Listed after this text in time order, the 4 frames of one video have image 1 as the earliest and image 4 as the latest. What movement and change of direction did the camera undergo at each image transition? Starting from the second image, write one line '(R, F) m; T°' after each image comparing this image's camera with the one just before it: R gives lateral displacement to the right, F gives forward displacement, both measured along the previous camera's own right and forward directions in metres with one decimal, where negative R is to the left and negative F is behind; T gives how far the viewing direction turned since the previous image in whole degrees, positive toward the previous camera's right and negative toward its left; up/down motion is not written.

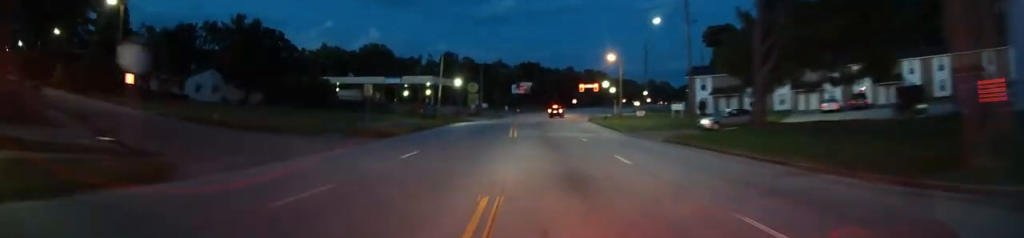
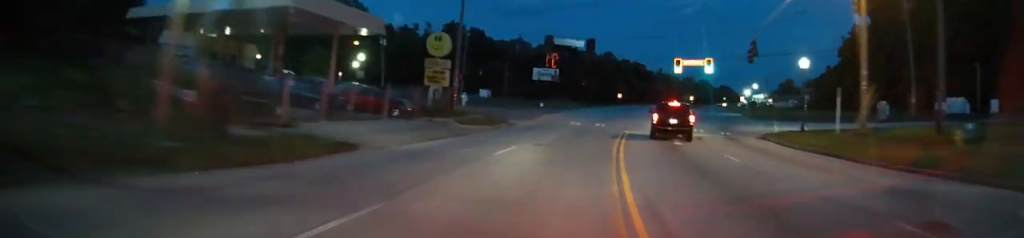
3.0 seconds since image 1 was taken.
(-3.4, +60.8) m; -3°
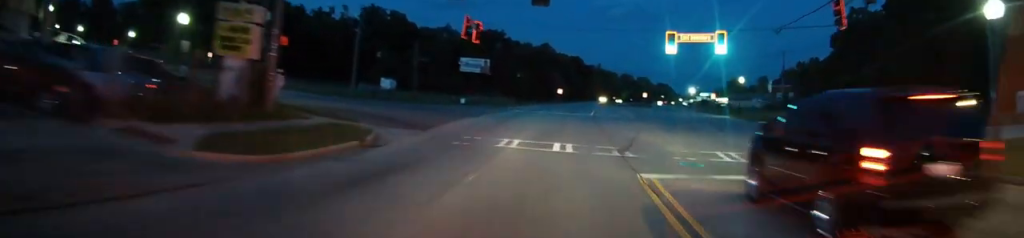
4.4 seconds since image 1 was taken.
(+0.5, +22.6) m; +6°
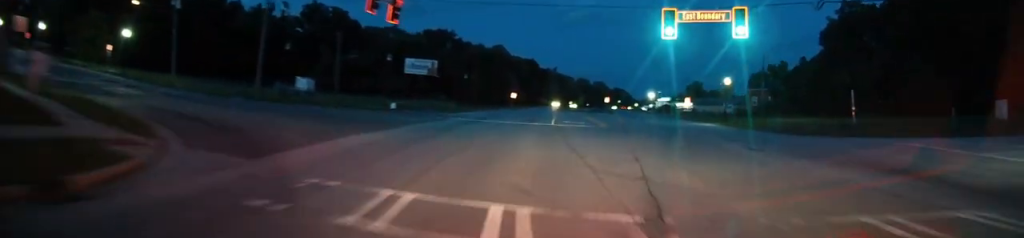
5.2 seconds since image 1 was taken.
(+0.7, +12.4) m; +5°
